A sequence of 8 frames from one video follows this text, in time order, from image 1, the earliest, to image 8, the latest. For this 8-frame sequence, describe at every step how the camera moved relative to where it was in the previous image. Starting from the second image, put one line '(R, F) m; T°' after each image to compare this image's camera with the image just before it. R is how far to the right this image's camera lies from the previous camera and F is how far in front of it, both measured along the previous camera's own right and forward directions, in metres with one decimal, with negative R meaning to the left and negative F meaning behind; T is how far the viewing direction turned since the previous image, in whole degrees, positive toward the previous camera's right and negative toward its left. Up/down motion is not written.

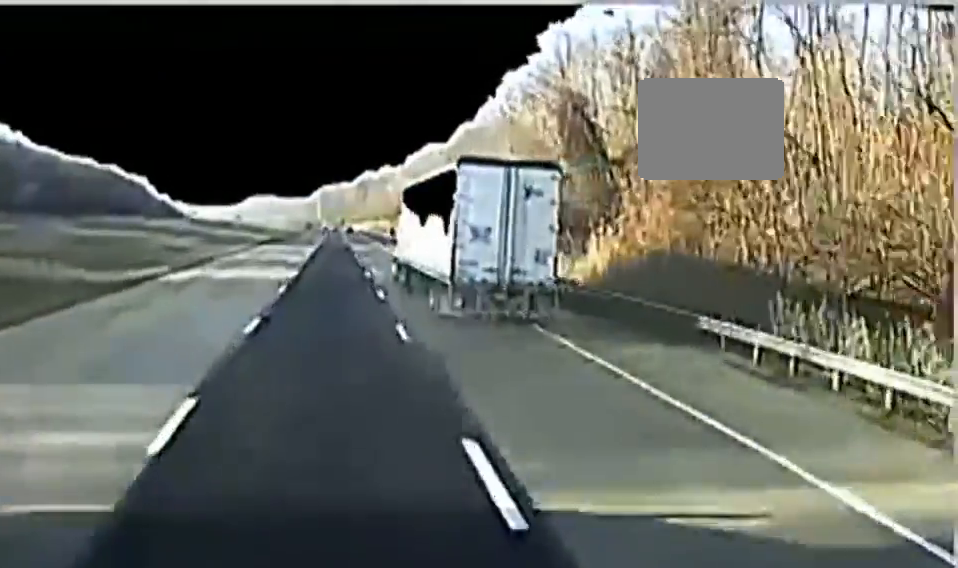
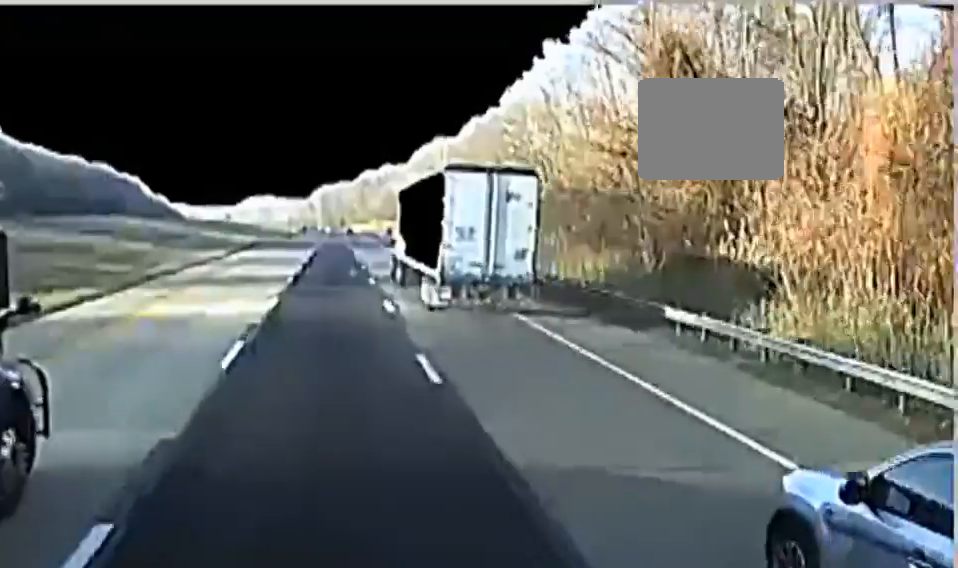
(-0.1, +18.3) m; 0°
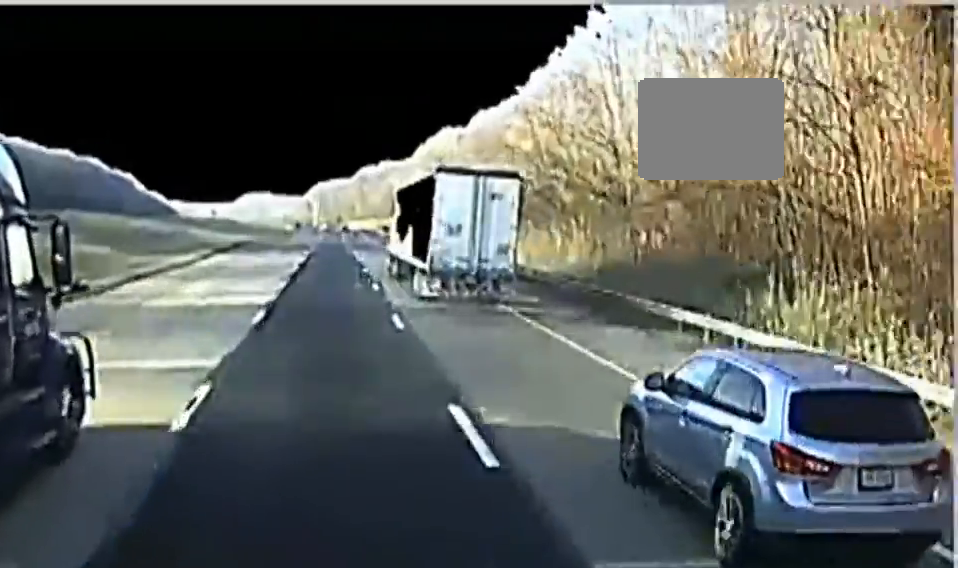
(+0.2, +18.7) m; 0°
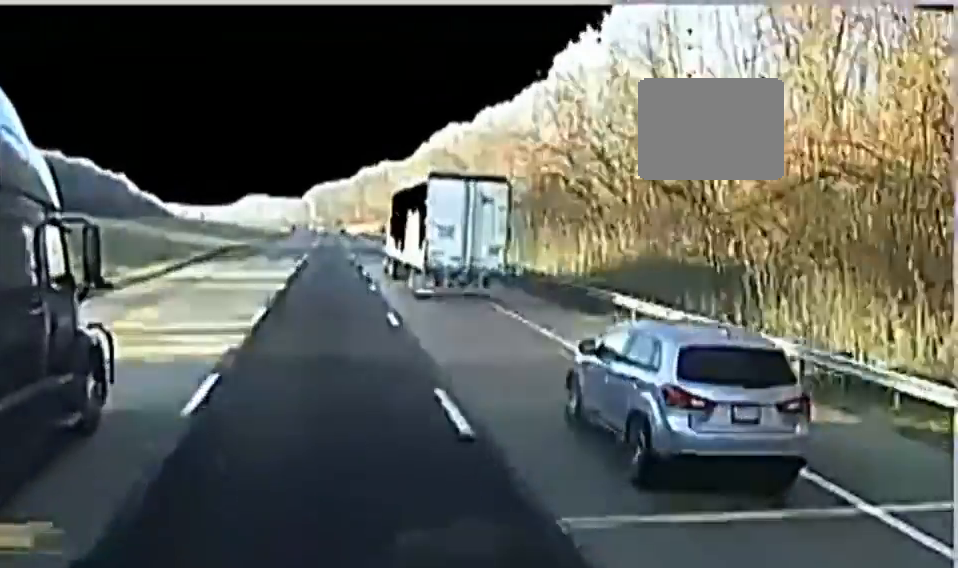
(+0.1, +11.9) m; 0°
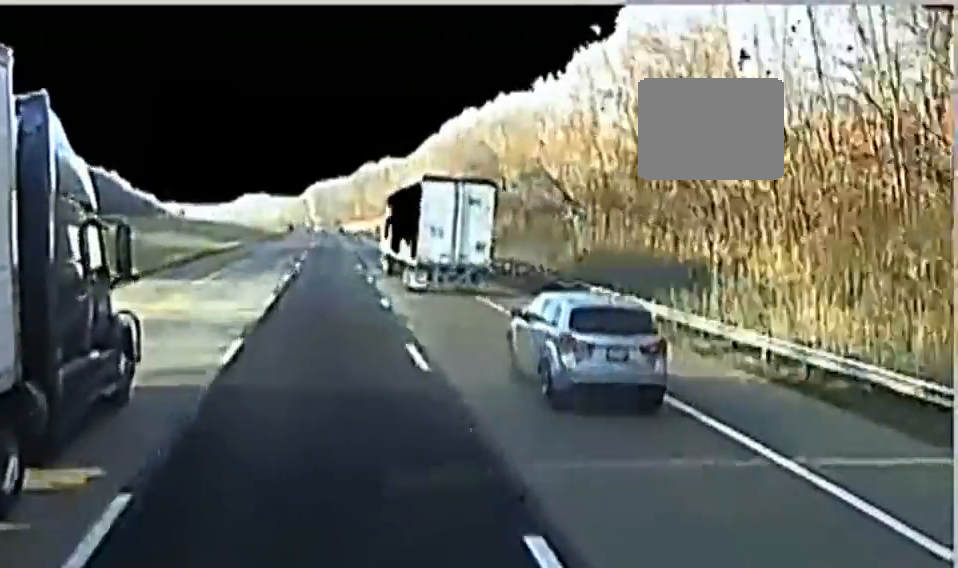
(0.0, +21.7) m; 0°
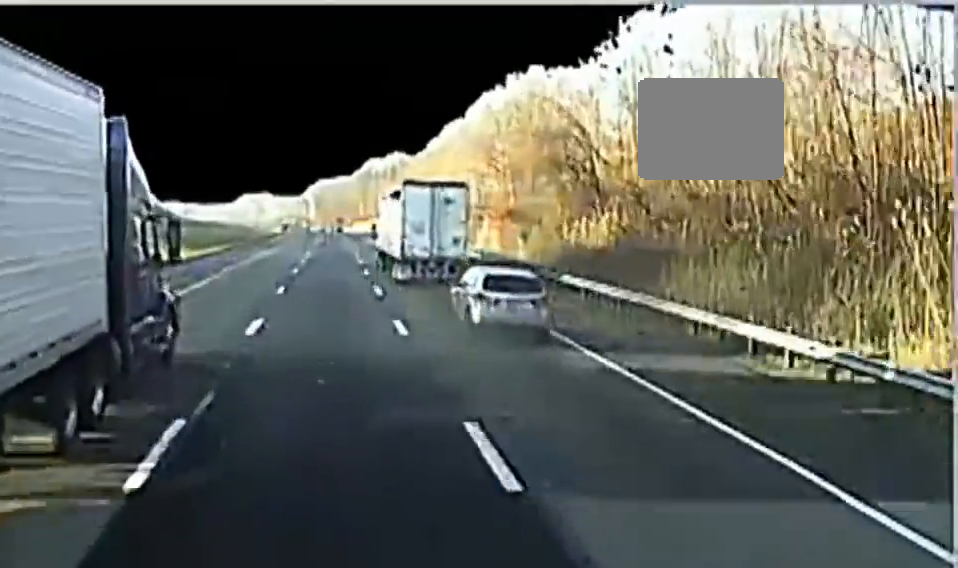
(0.0, +38.2) m; 0°
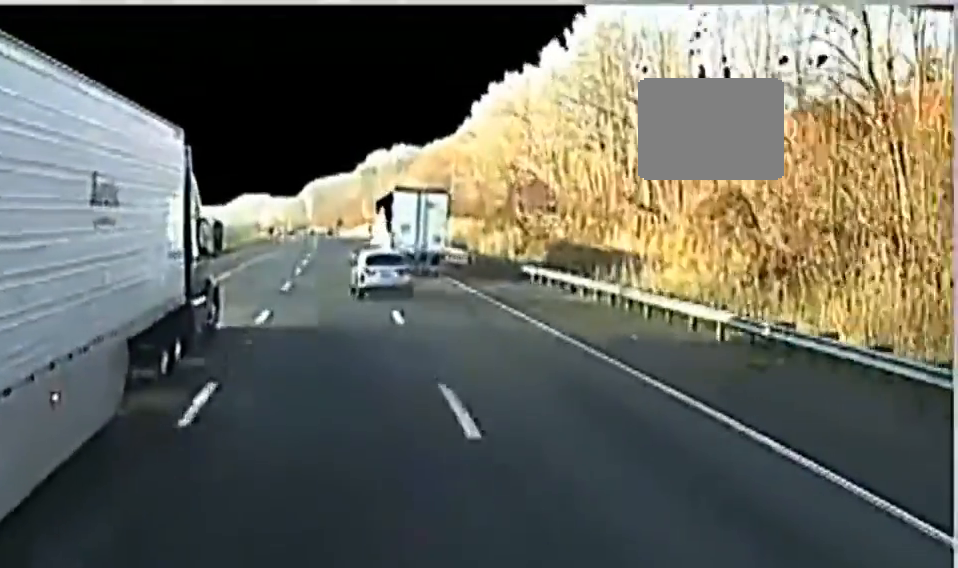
(+0.1, +50.2) m; 0°
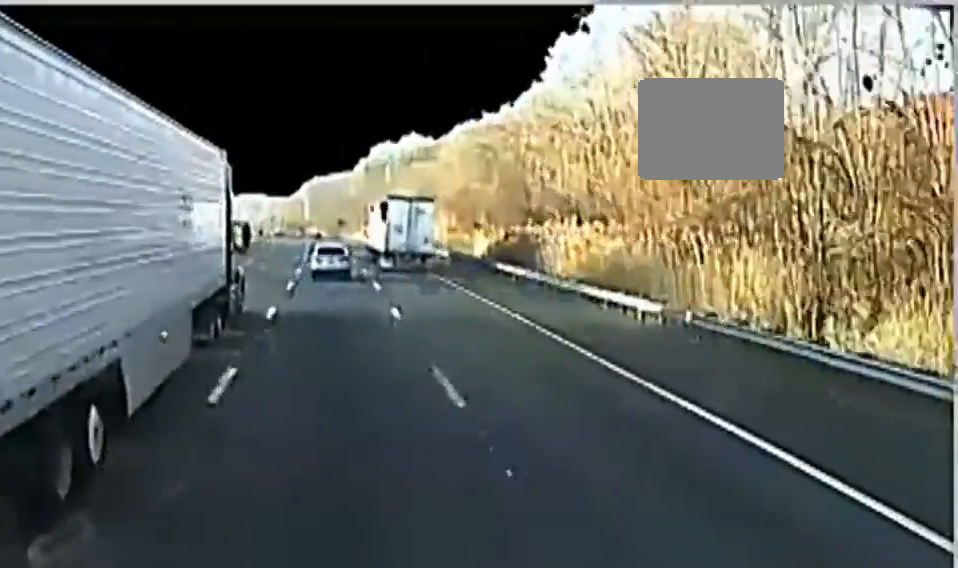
(0.0, +44.5) m; 0°
